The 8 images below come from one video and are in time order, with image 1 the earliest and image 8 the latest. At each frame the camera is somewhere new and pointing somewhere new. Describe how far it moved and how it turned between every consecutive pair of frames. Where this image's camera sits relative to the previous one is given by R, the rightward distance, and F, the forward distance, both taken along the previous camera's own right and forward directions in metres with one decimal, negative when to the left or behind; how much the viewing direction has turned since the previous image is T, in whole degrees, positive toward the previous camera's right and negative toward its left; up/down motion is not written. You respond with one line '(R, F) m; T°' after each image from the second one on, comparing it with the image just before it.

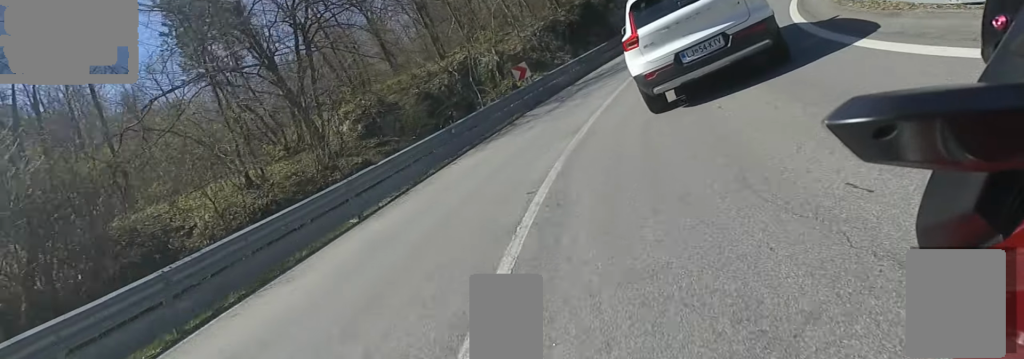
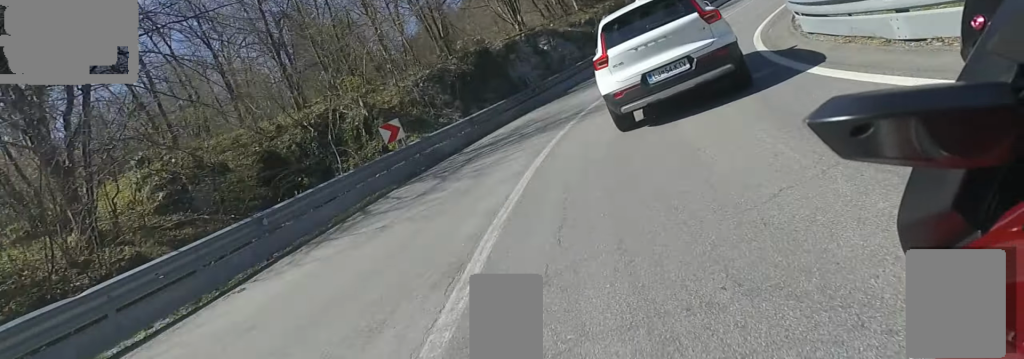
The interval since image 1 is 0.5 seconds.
(+0.8, +4.1) m; +10°
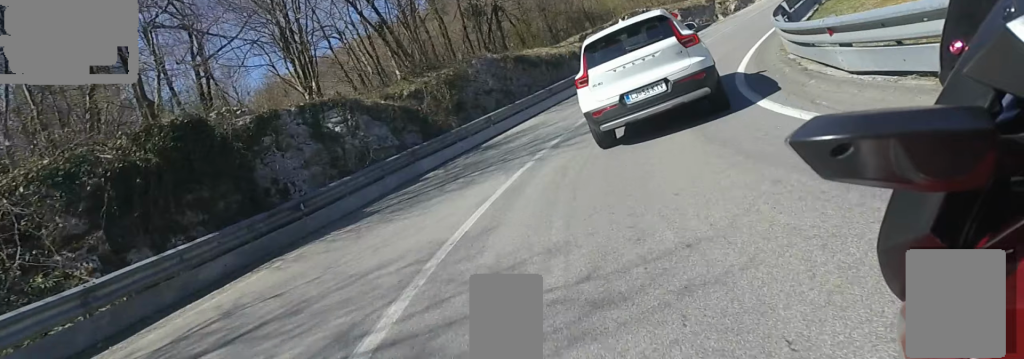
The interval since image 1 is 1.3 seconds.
(+1.3, +7.7) m; +18°
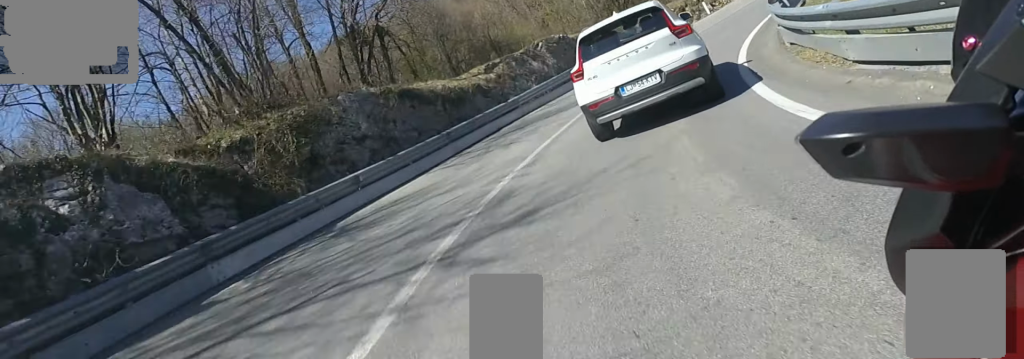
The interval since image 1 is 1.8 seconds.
(+0.2, +4.7) m; +9°
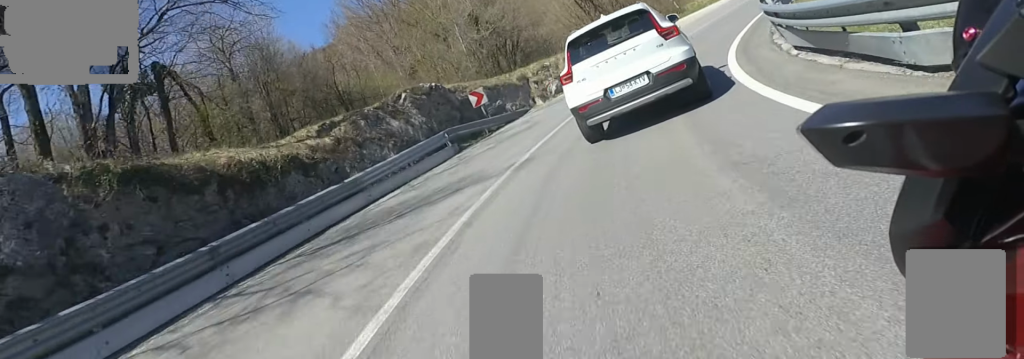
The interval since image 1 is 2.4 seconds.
(+0.7, +6.0) m; +11°
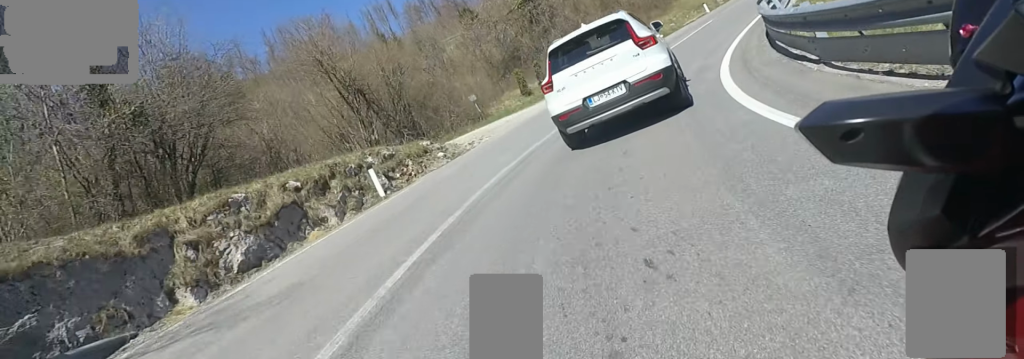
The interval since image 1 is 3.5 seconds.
(+2.0, +11.4) m; +23°
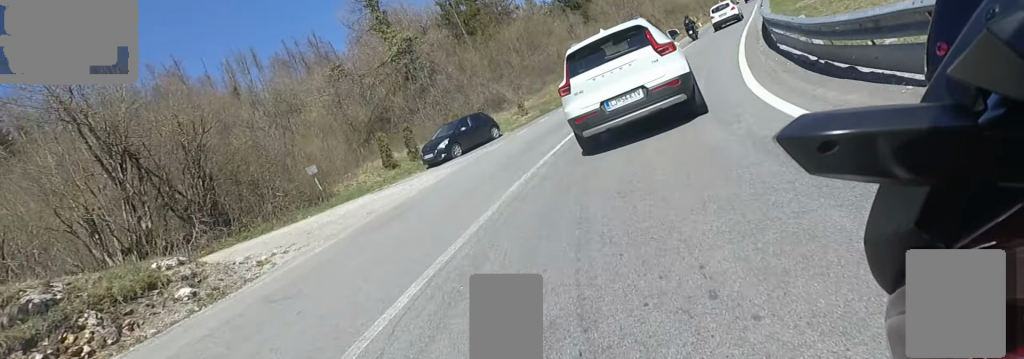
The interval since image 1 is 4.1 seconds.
(+0.6, +7.6) m; +14°
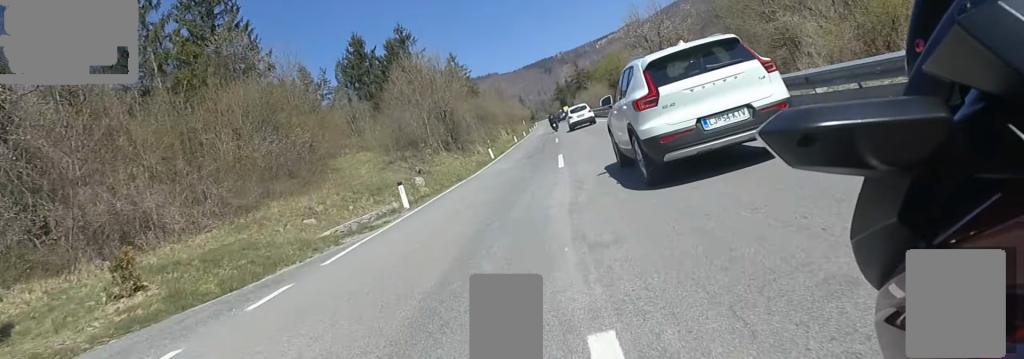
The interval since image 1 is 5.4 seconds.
(+4.5, +18.5) m; +17°
